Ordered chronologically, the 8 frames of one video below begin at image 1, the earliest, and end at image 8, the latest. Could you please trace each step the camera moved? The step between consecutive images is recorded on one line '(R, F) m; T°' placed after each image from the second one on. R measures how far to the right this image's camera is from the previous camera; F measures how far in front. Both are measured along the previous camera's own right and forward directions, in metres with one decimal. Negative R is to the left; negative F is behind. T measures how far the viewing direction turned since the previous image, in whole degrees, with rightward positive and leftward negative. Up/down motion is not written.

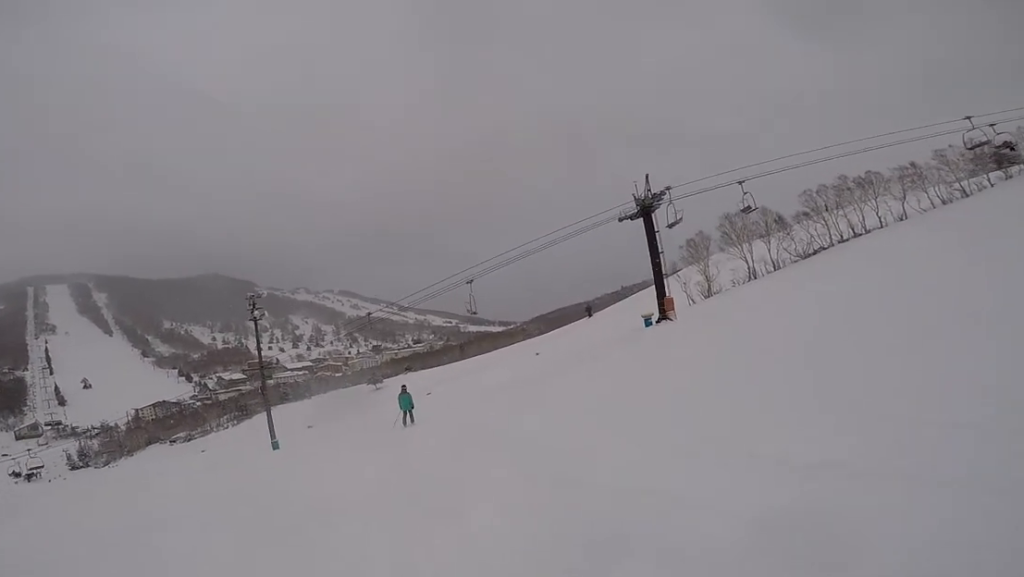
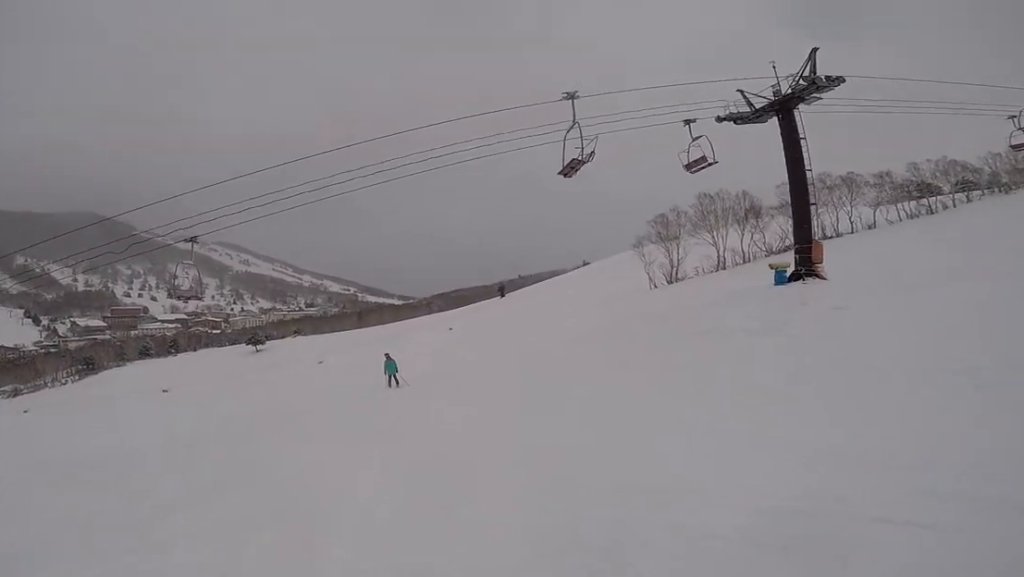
(+2.5, +18.2) m; +23°
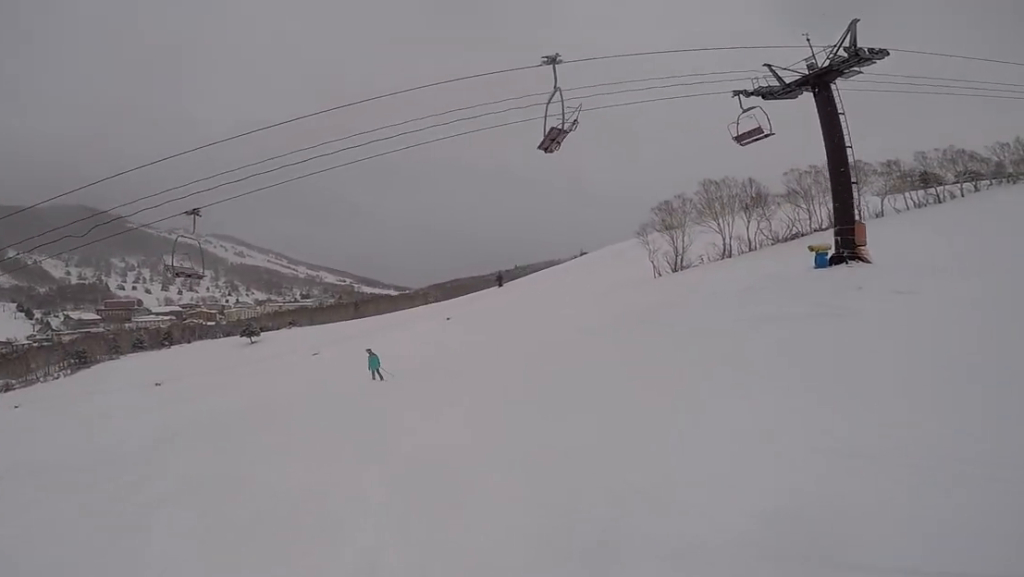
(+0.1, +2.0) m; +2°
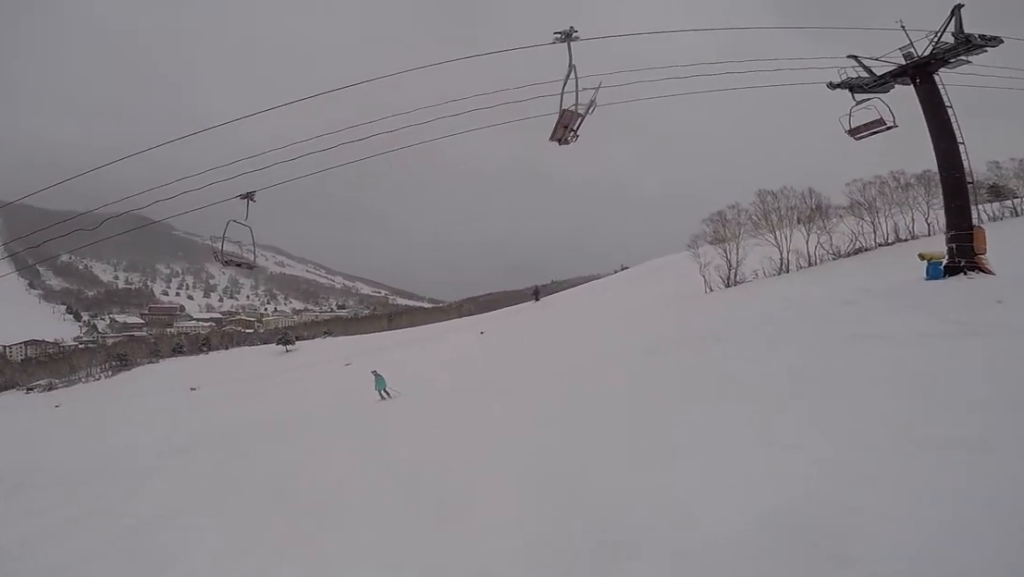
(0.0, +2.1) m; +1°
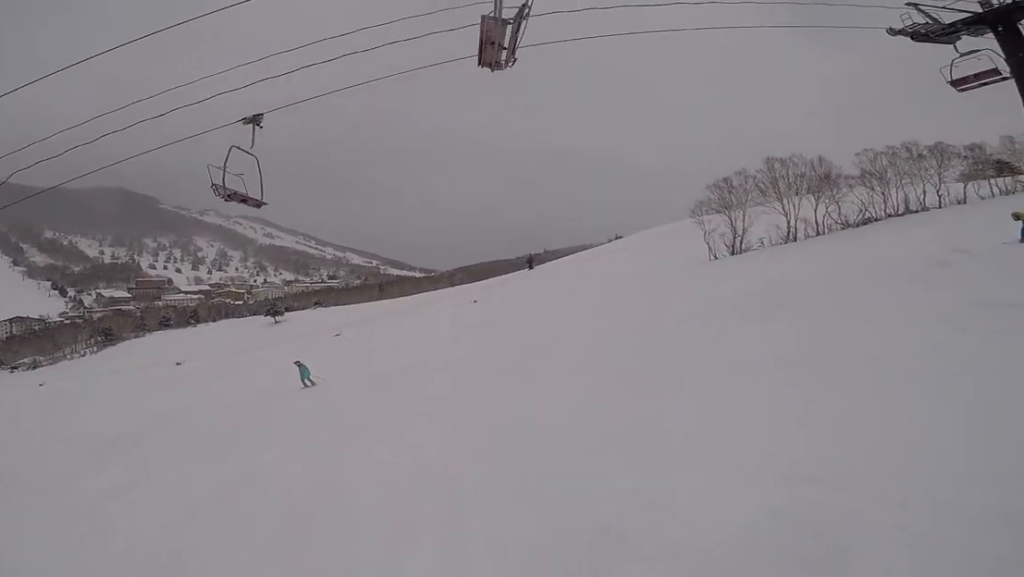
(0.0, +3.1) m; 0°
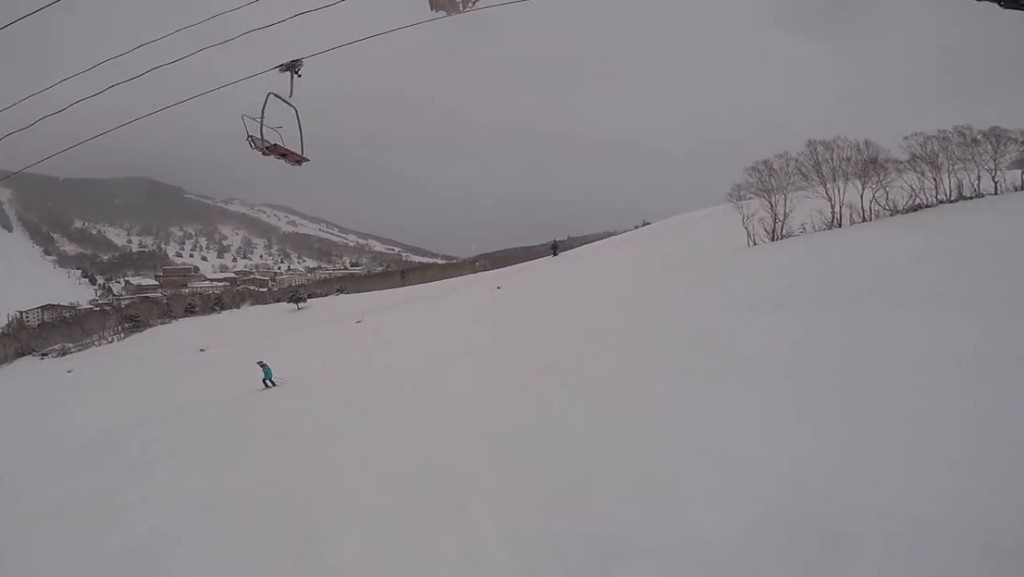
(0.0, +1.9) m; 0°
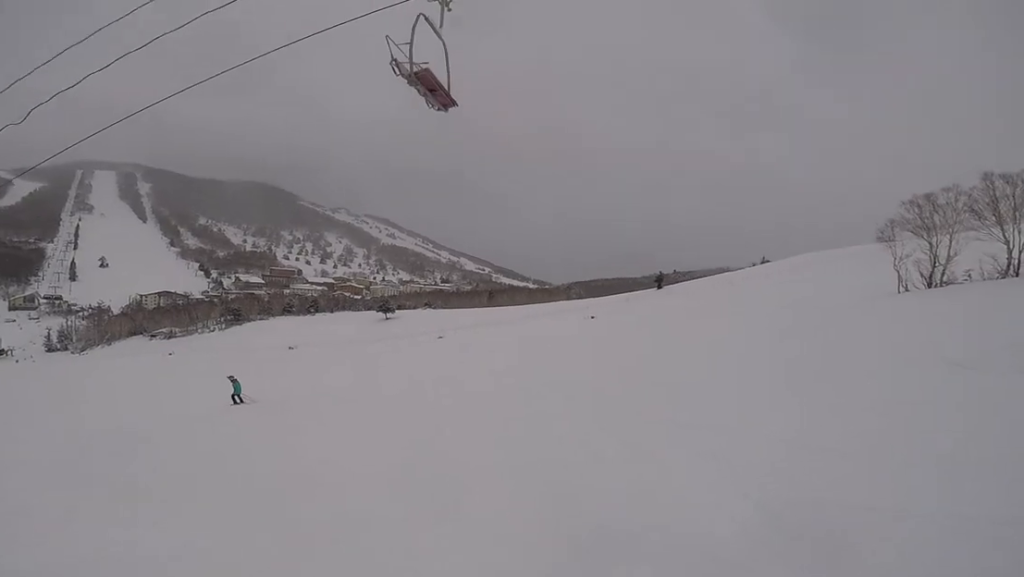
(0.0, +3.1) m; -9°
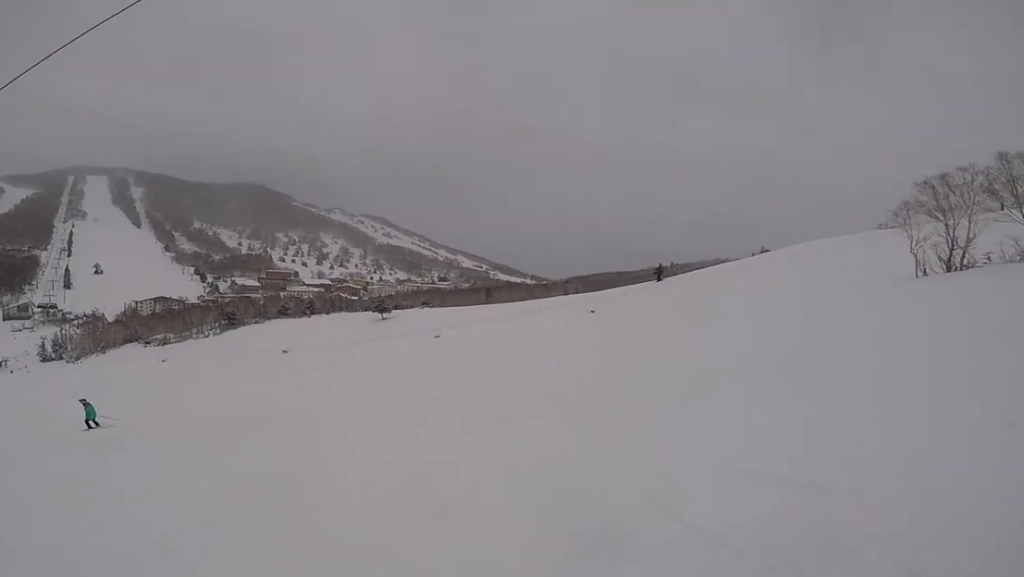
(0.0, +2.9) m; -9°
